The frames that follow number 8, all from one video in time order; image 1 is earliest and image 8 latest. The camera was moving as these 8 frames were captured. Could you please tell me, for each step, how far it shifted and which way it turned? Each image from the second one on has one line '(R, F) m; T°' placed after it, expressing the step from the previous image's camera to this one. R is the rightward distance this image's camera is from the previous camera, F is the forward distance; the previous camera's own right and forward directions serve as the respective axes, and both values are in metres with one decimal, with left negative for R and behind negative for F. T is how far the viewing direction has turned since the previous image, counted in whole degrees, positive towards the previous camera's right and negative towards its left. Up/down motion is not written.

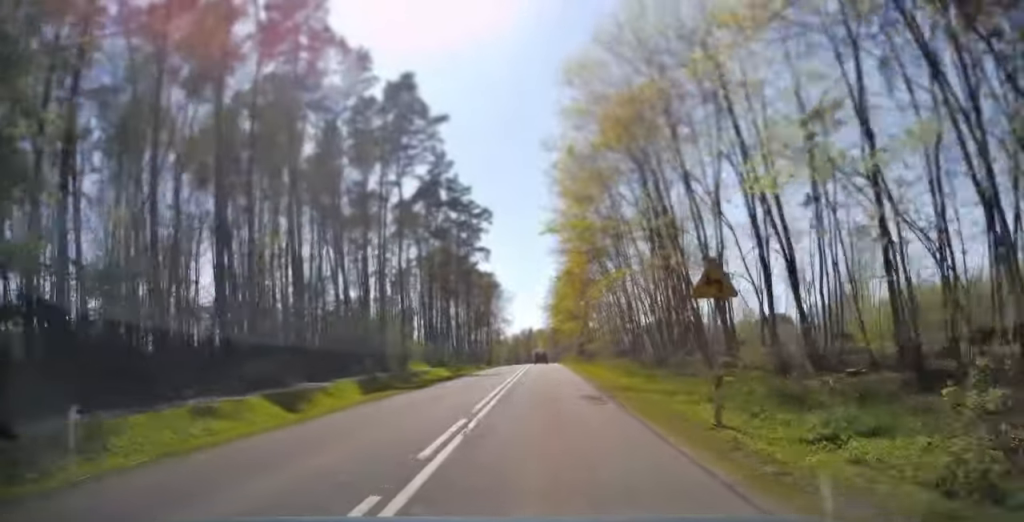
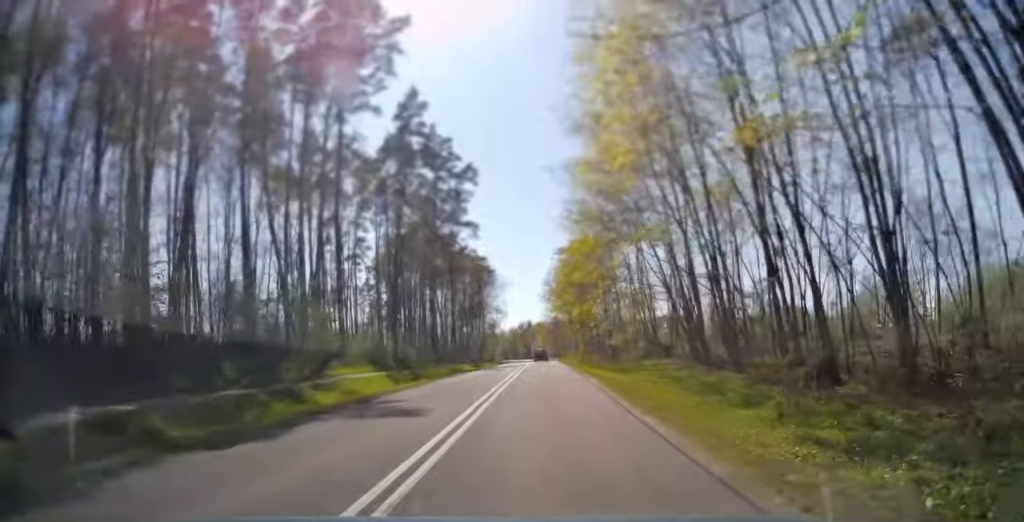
(+0.3, +19.9) m; 0°
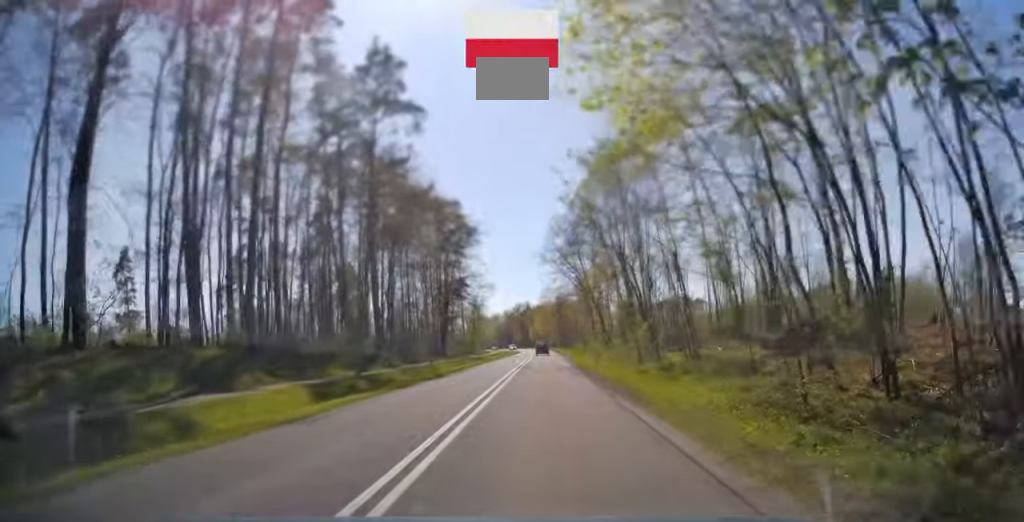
(-0.1, +46.7) m; 0°
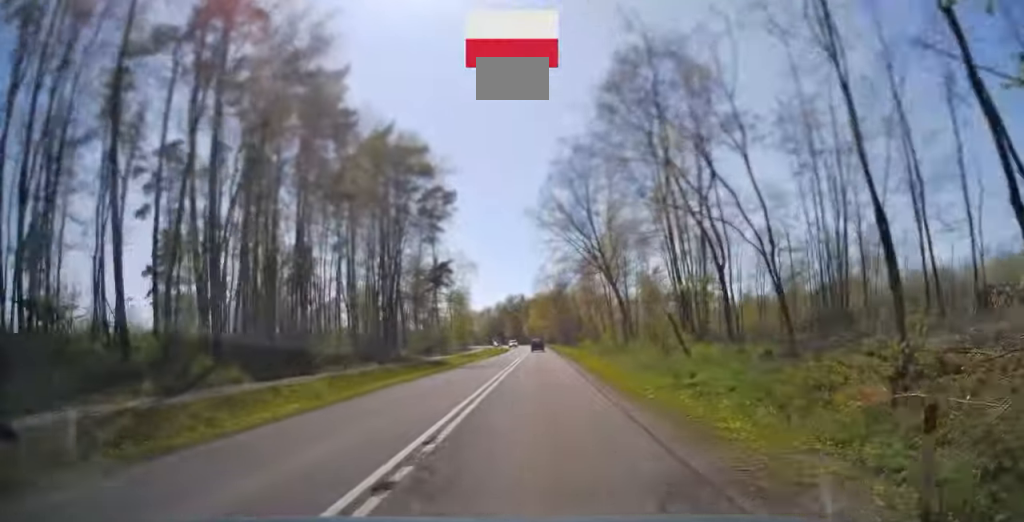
(-0.2, +26.6) m; 0°
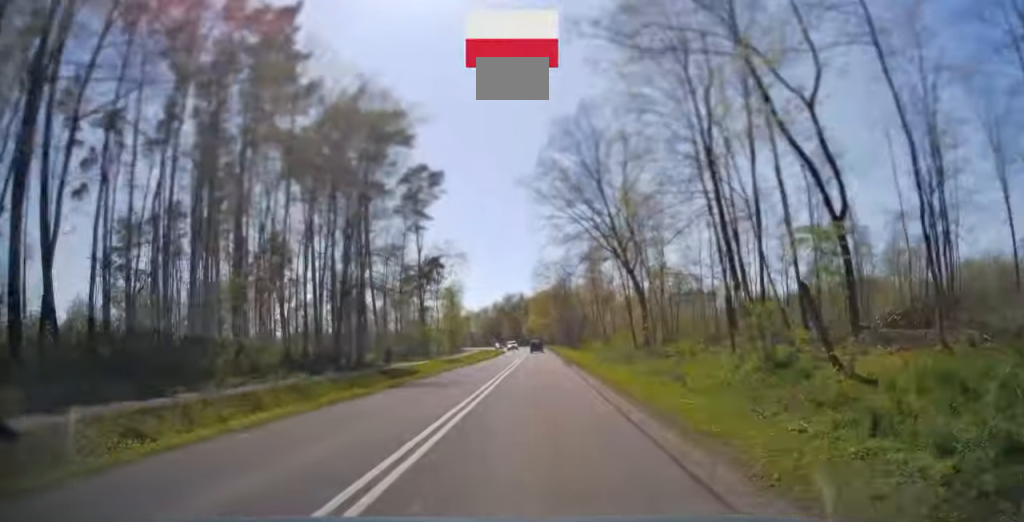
(0.0, +12.6) m; 0°
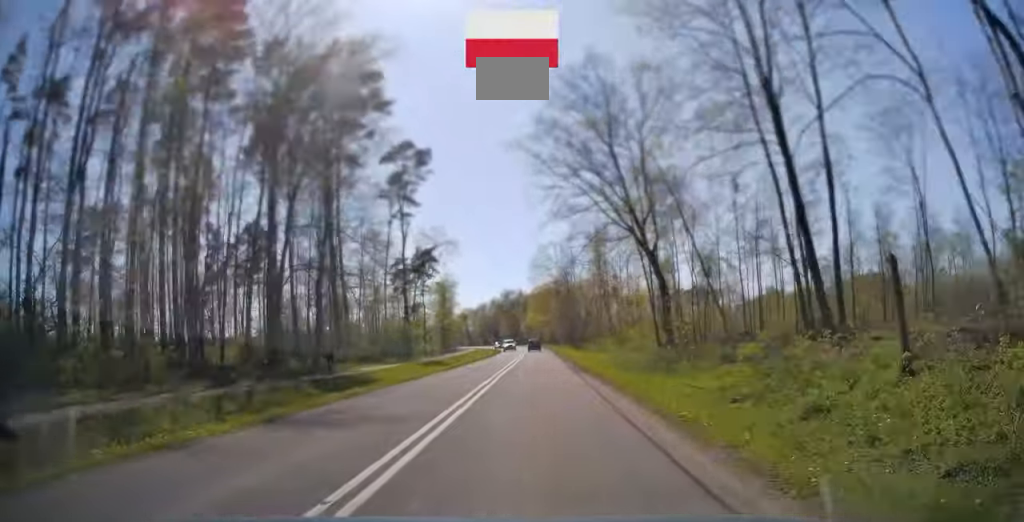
(+0.2, +9.5) m; 0°
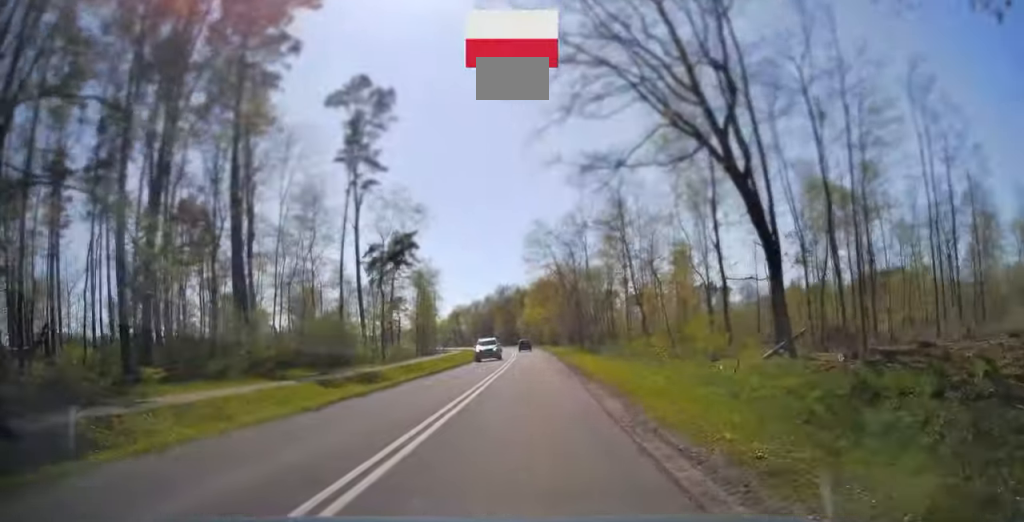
(-0.2, +19.5) m; -1°
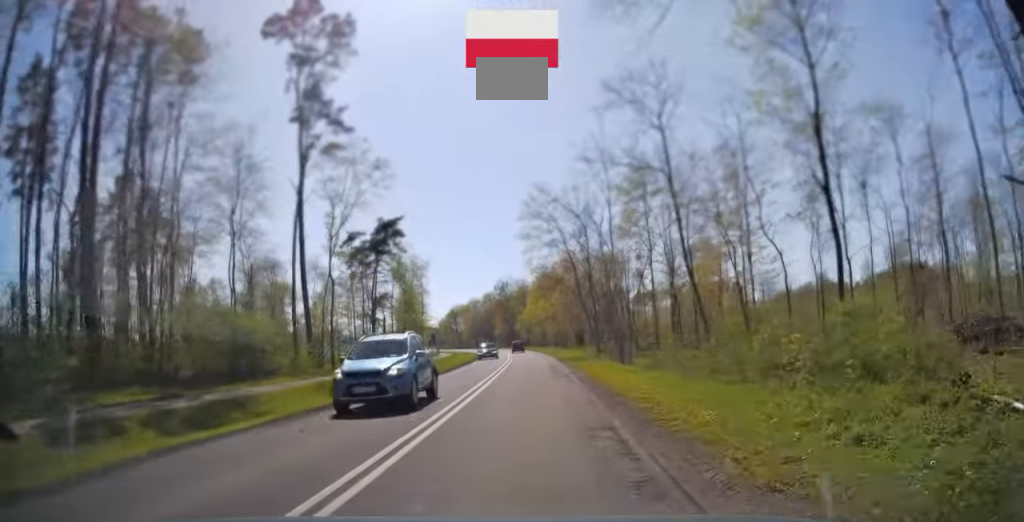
(-0.1, +14.7) m; 0°
